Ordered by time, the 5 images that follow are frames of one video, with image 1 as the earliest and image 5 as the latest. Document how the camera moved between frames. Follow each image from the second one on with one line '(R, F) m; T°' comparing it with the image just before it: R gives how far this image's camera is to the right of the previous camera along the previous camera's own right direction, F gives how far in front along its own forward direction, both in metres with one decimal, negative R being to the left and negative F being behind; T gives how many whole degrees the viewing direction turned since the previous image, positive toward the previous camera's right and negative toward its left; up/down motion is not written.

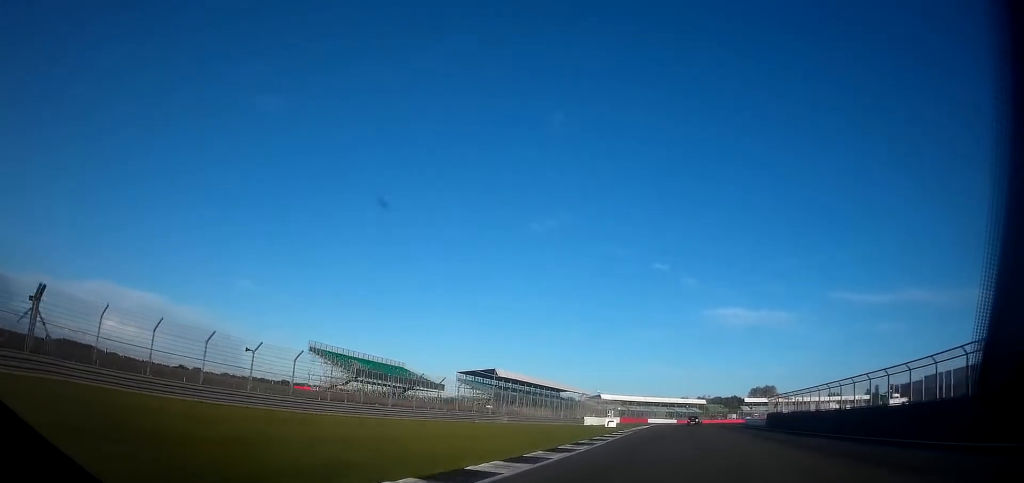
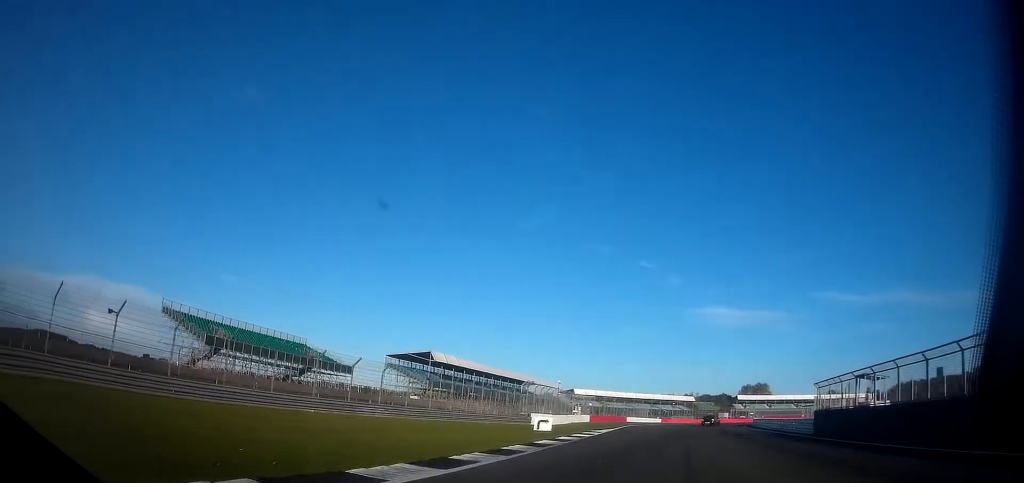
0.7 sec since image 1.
(+1.7, +26.8) m; +4°
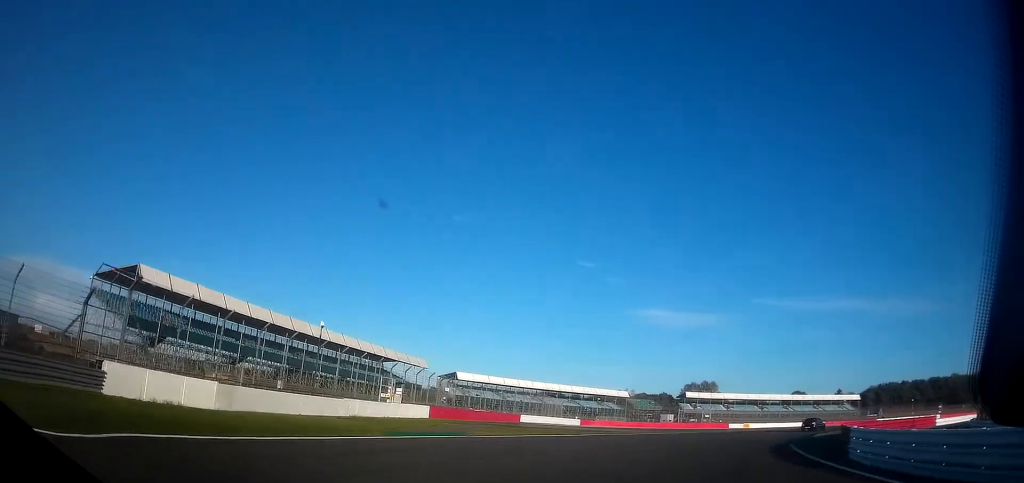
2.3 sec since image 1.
(+2.0, +57.3) m; +1°
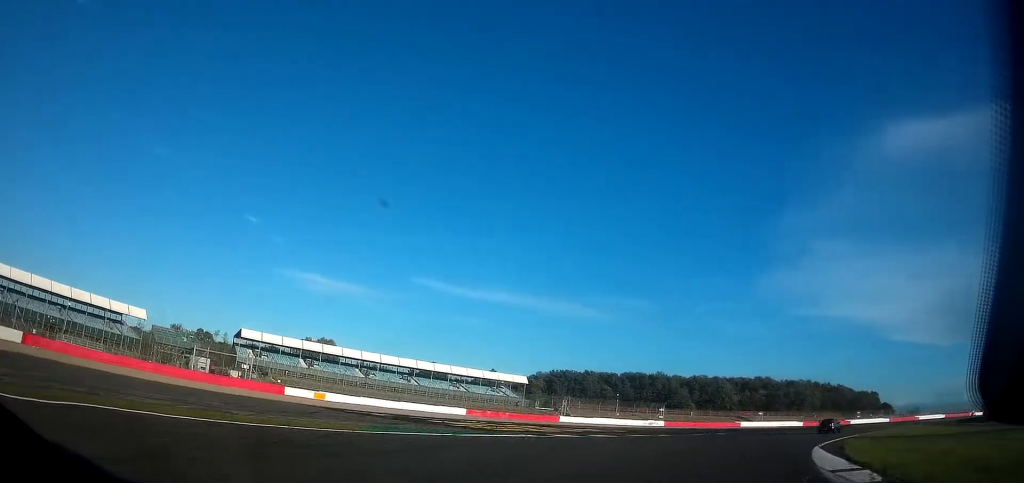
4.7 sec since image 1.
(+23.2, +65.3) m; +43°
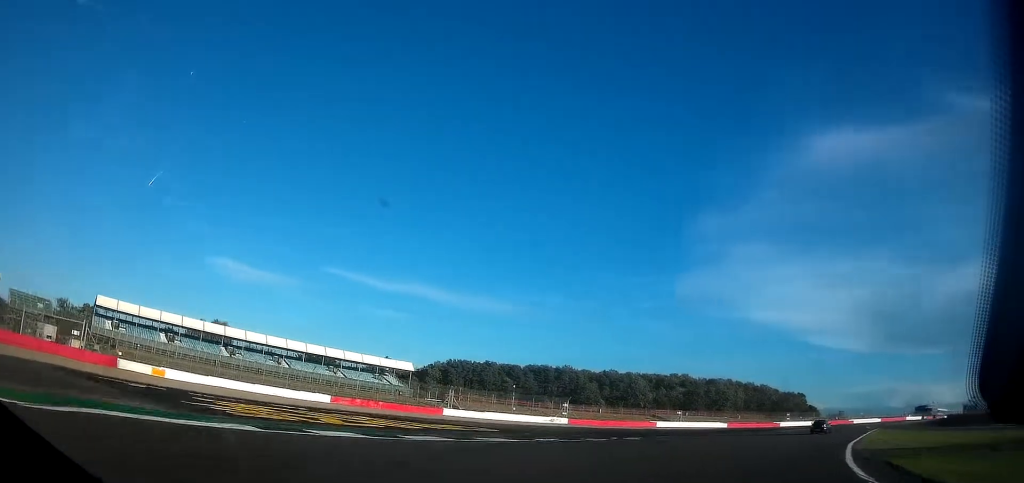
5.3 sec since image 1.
(+0.9, +16.6) m; +8°
